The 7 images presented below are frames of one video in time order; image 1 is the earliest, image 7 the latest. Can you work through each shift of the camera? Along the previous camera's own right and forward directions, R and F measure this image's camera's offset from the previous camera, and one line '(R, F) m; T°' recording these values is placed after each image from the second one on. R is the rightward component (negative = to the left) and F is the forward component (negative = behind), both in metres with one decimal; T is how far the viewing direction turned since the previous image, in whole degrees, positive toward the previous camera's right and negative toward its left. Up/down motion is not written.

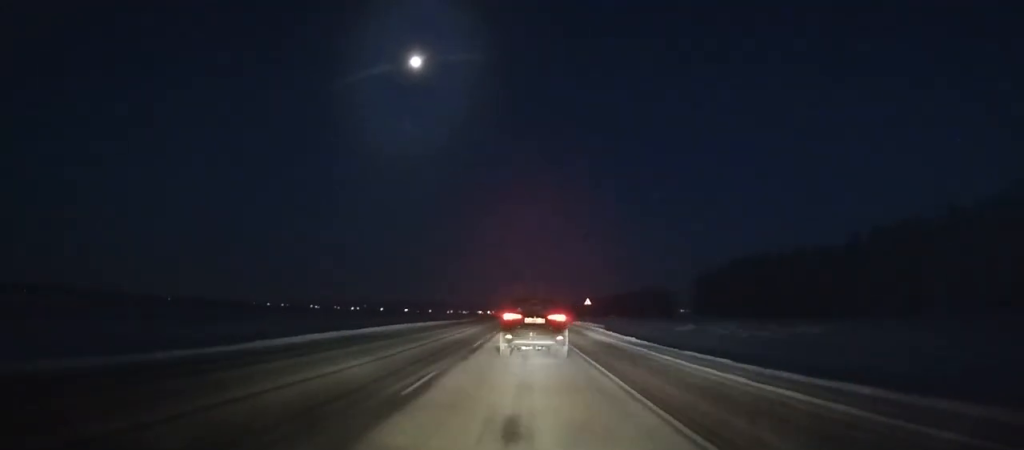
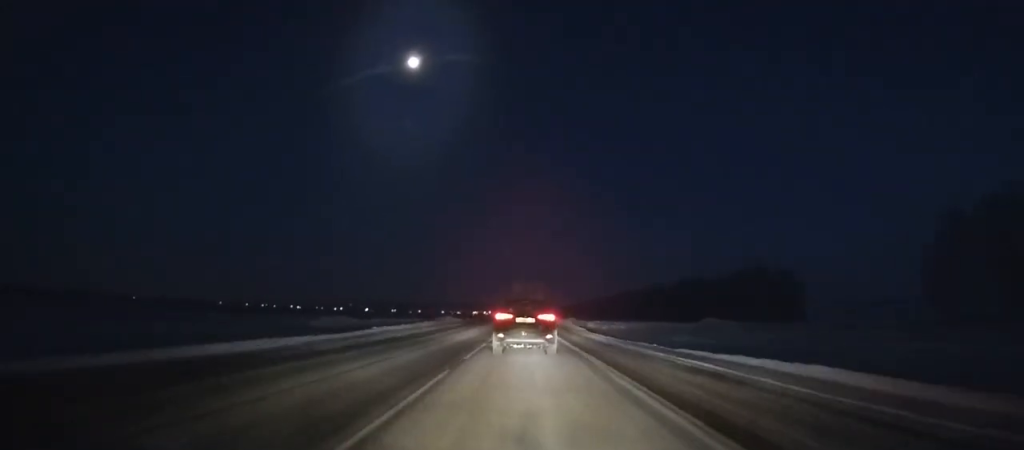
(+0.7, +121.7) m; +1°
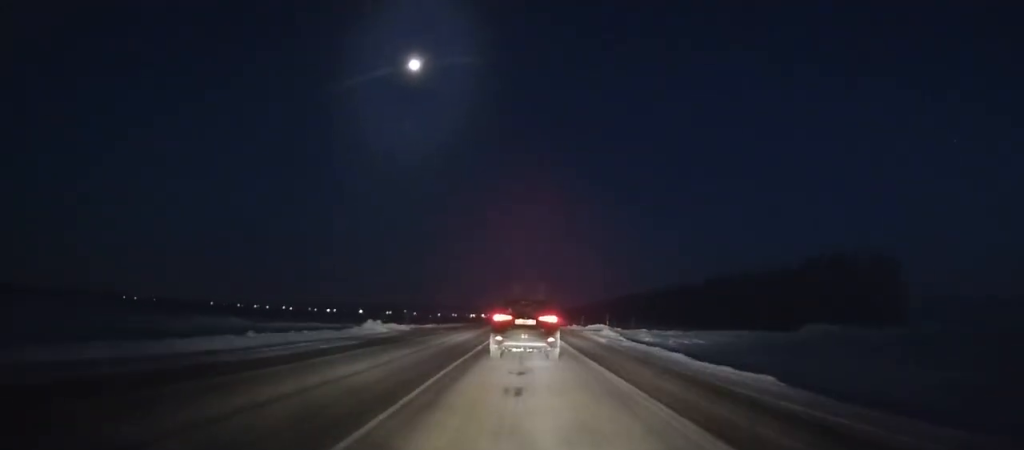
(0.0, +41.9) m; 0°
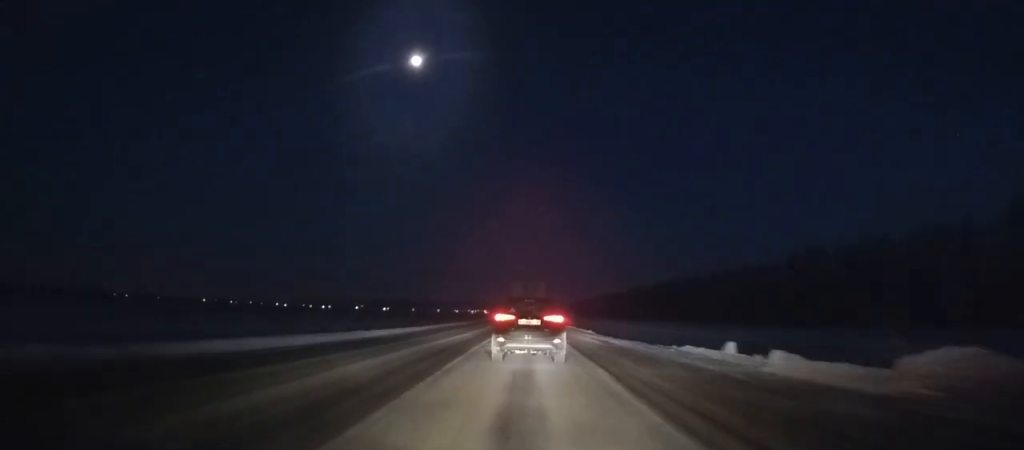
(0.0, +58.5) m; 0°
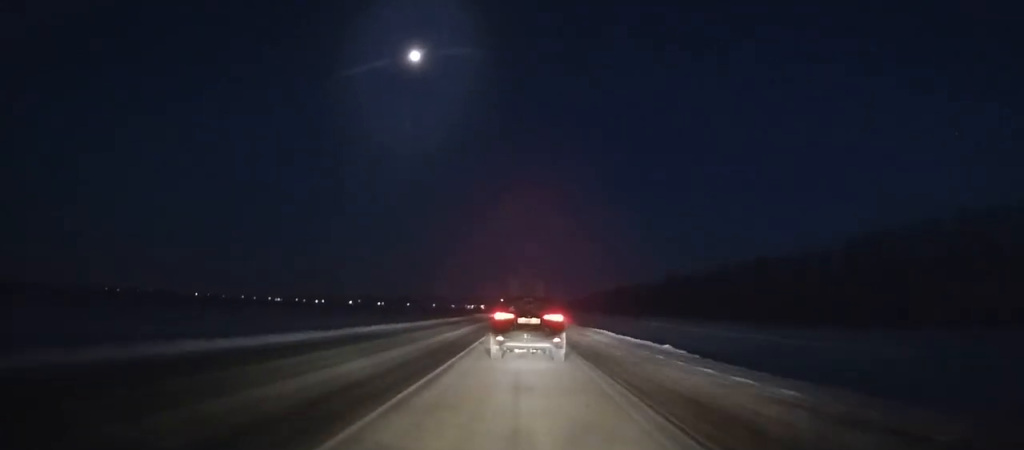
(0.0, +28.0) m; 0°
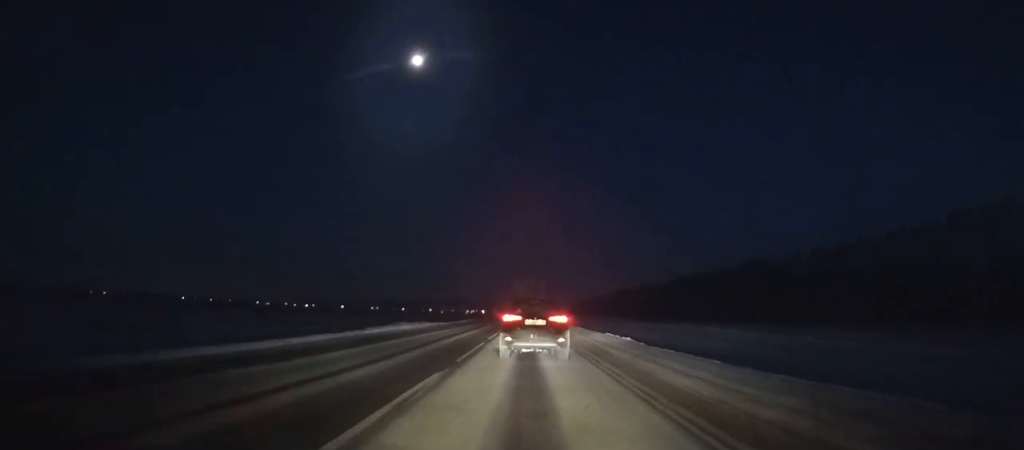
(+0.1, +73.5) m; 0°
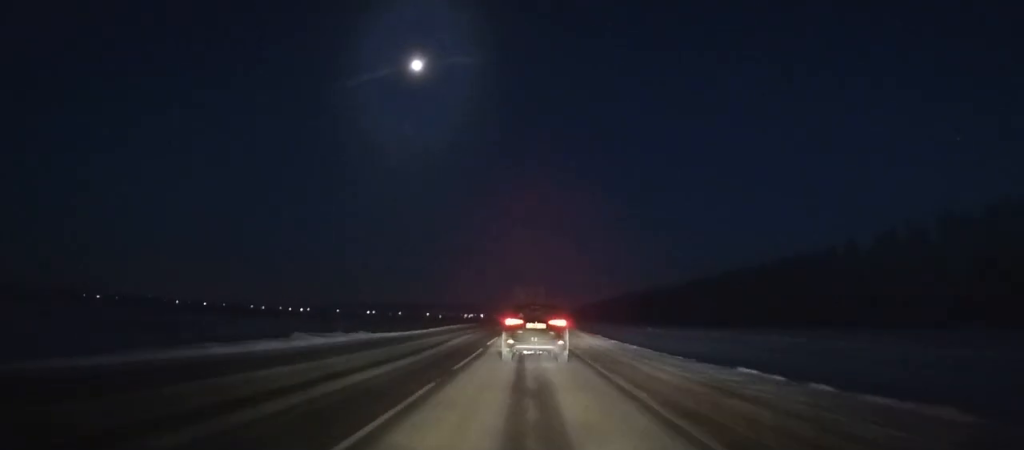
(0.0, +25.6) m; 0°
